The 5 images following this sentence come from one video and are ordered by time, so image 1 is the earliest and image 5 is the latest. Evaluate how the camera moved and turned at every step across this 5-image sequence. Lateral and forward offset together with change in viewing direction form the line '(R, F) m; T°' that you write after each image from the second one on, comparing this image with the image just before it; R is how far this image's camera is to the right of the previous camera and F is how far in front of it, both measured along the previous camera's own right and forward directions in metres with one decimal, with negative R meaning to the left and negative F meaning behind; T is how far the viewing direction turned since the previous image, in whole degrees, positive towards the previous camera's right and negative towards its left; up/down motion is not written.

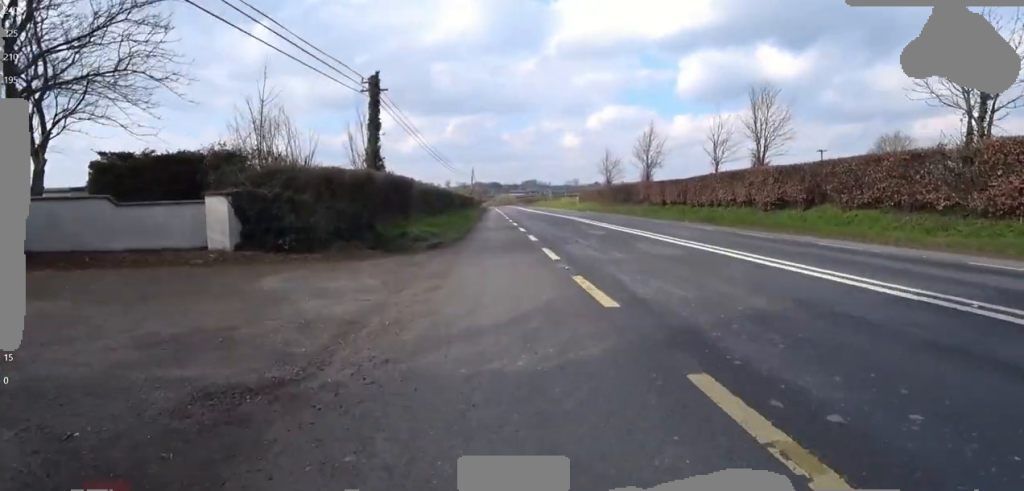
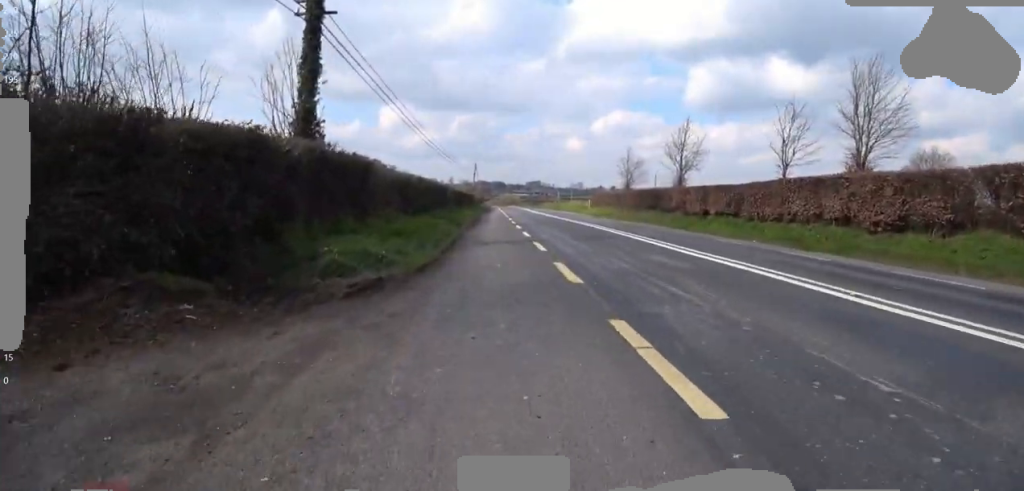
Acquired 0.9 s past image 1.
(+0.7, +6.2) m; -1°
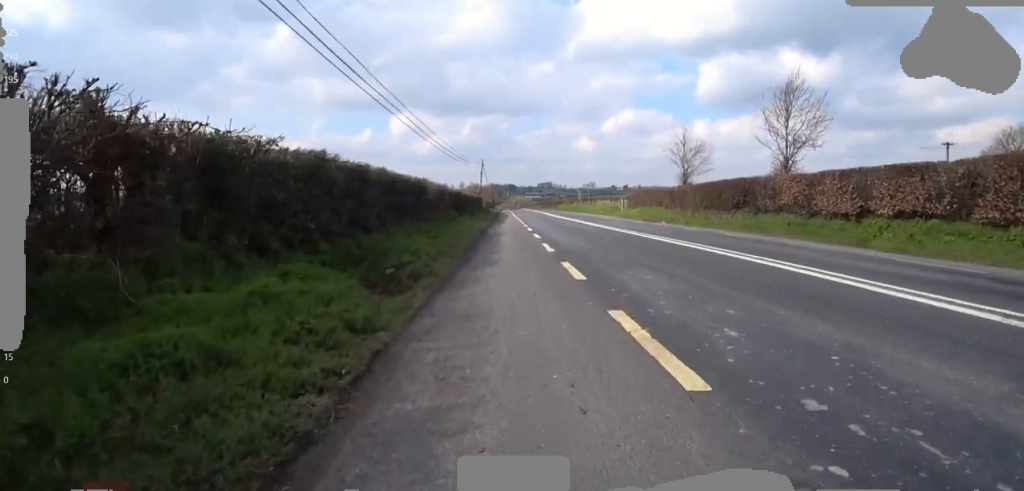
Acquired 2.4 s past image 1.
(-0.2, +11.3) m; +1°
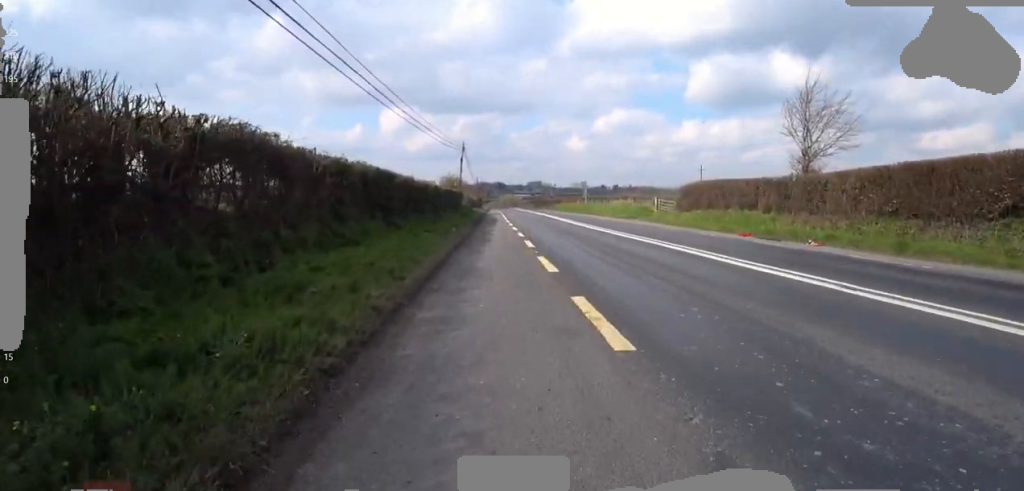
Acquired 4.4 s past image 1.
(+0.4, +15.6) m; +2°
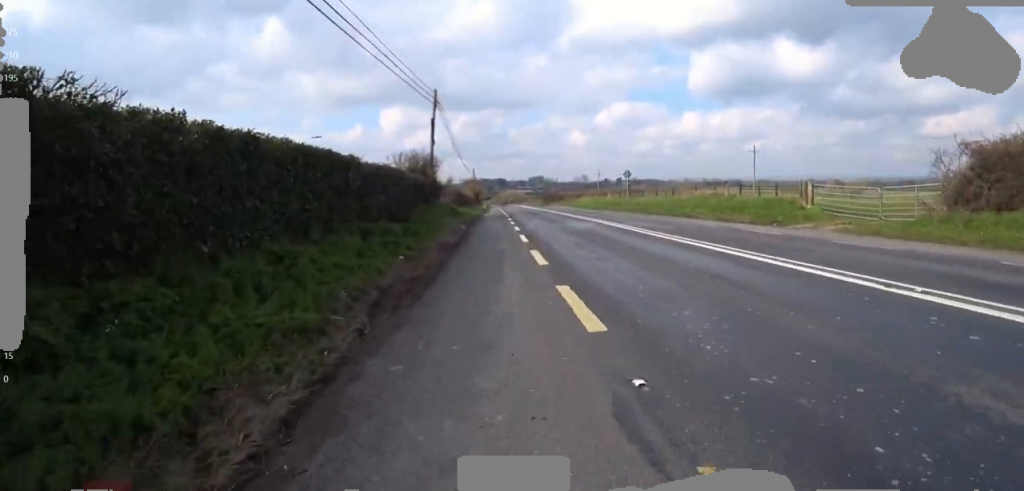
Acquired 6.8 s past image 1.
(0.0, +19.4) m; -1°
